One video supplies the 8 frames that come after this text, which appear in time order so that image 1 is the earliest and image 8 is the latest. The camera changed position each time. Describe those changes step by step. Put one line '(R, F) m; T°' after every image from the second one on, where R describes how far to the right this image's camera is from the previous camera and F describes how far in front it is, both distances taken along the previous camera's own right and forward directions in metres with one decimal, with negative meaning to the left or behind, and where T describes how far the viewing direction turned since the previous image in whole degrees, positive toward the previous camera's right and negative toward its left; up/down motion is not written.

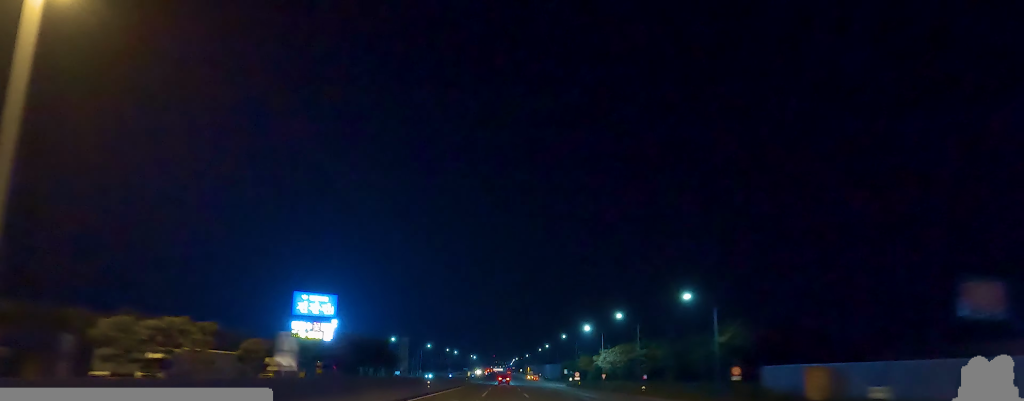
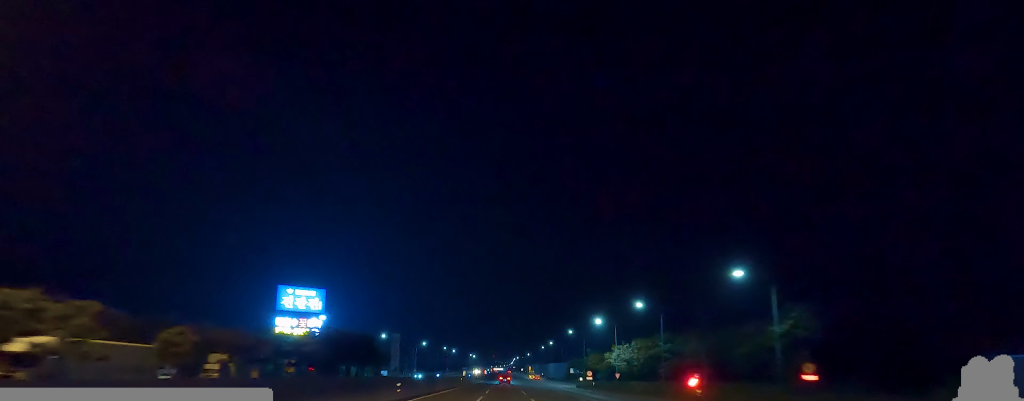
(+0.6, +13.6) m; 0°
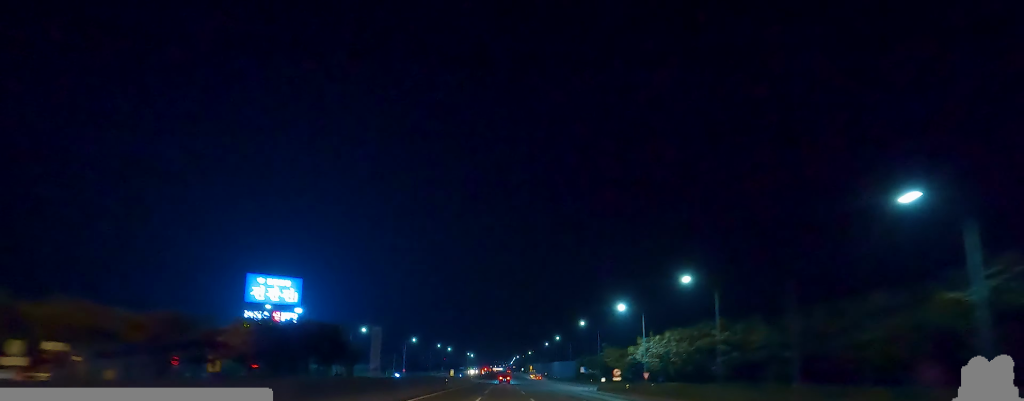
(+0.2, +20.9) m; 0°
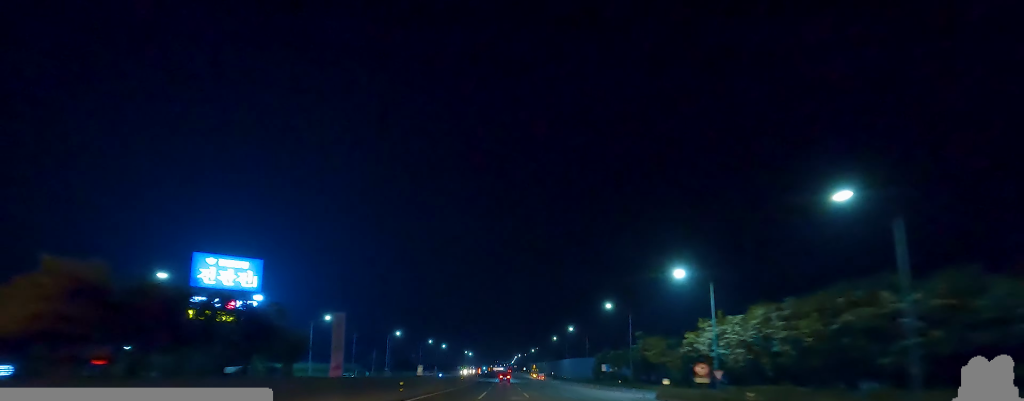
(-0.6, +27.4) m; 0°
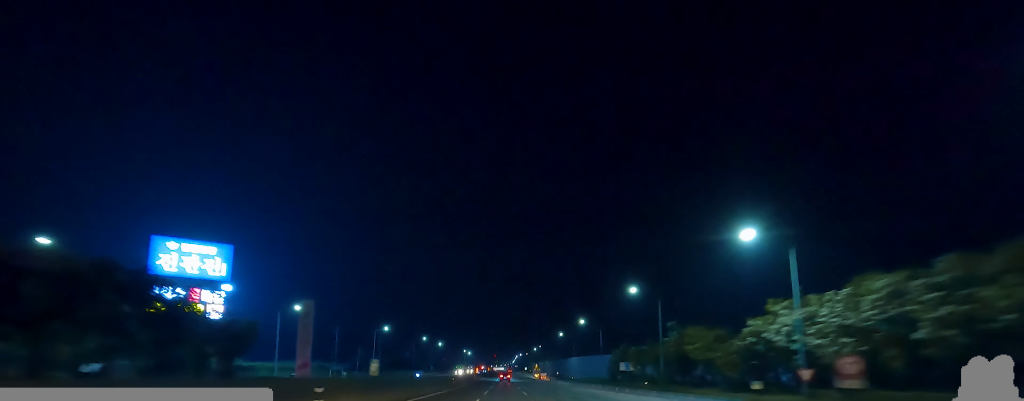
(+0.8, +15.6) m; 0°
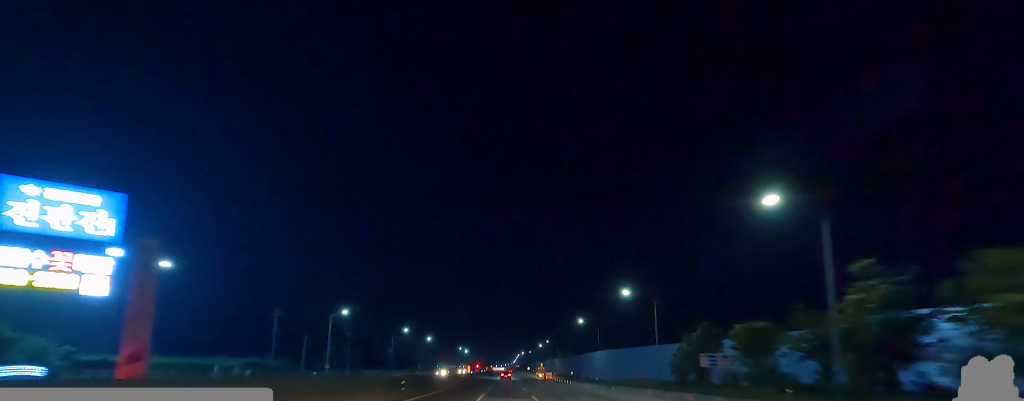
(-1.1, +35.0) m; 0°
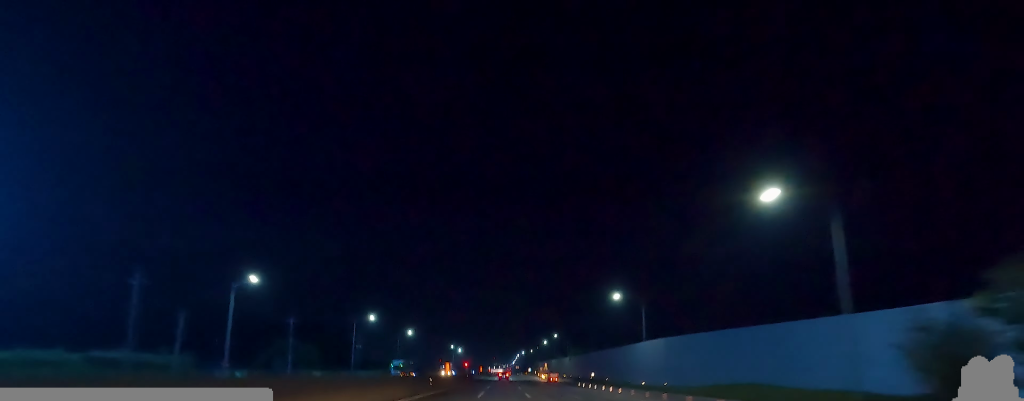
(+1.5, +35.3) m; +1°
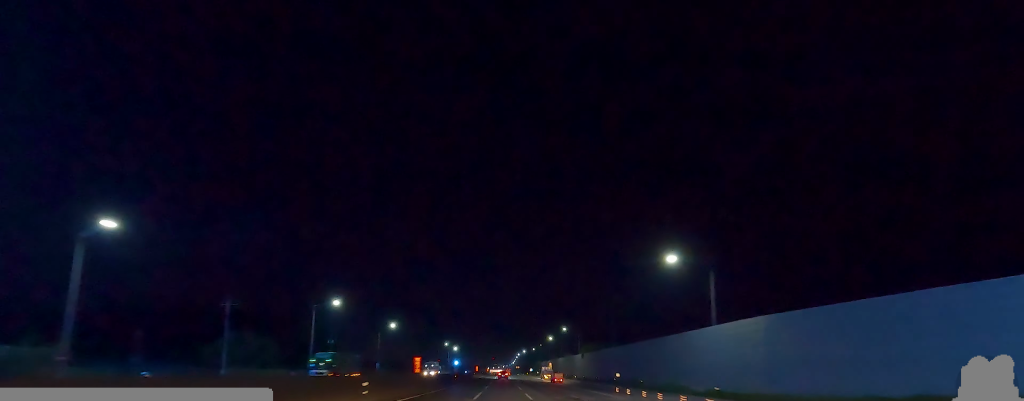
(-0.1, +23.1) m; -2°
